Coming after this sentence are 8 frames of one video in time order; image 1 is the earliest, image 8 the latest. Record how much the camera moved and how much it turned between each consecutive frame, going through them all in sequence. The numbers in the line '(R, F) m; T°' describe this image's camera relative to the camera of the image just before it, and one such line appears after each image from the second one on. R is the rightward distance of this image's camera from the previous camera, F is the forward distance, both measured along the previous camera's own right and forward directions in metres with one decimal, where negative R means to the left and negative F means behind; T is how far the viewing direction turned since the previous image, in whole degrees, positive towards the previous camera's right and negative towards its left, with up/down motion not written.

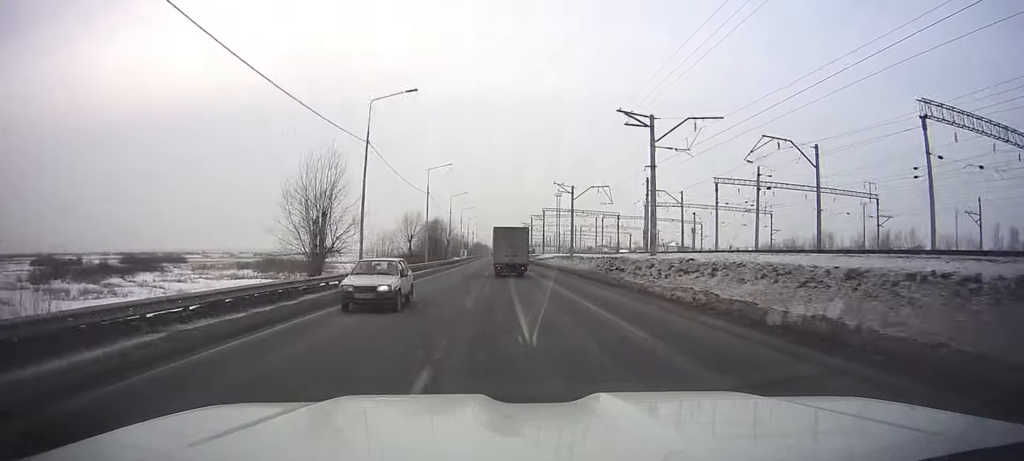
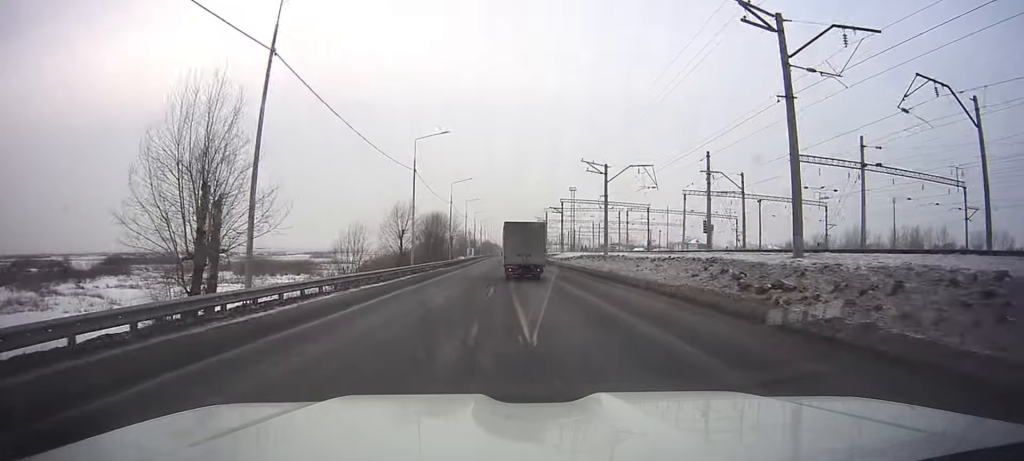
(0.0, +19.1) m; -1°
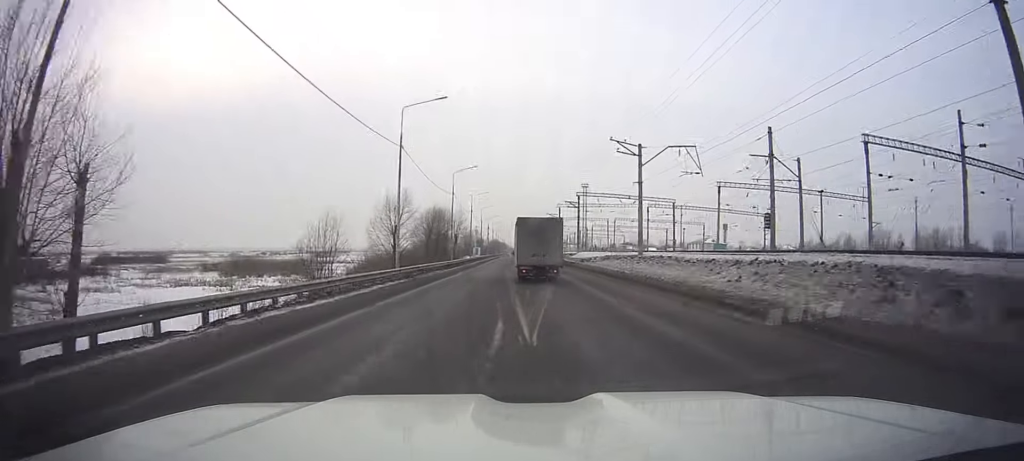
(-0.1, +11.9) m; 0°
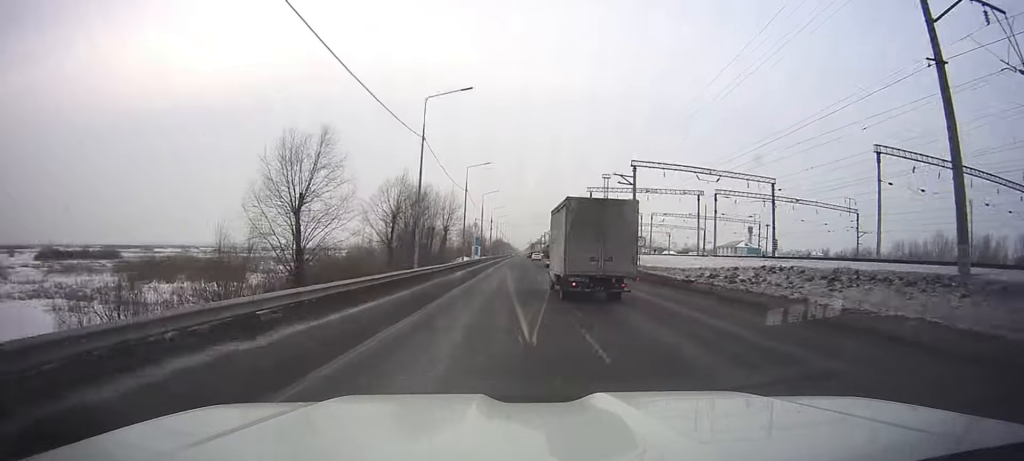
(-0.5, +36.8) m; -1°
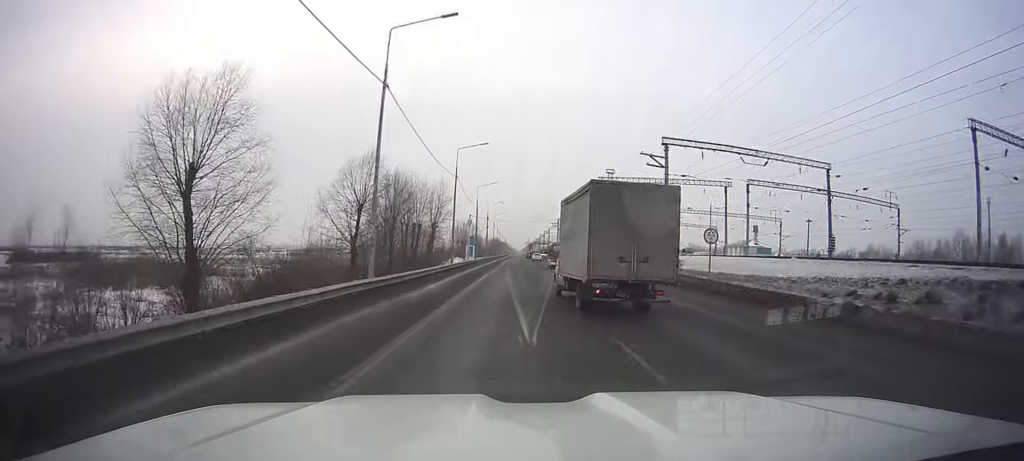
(0.0, +12.8) m; 0°
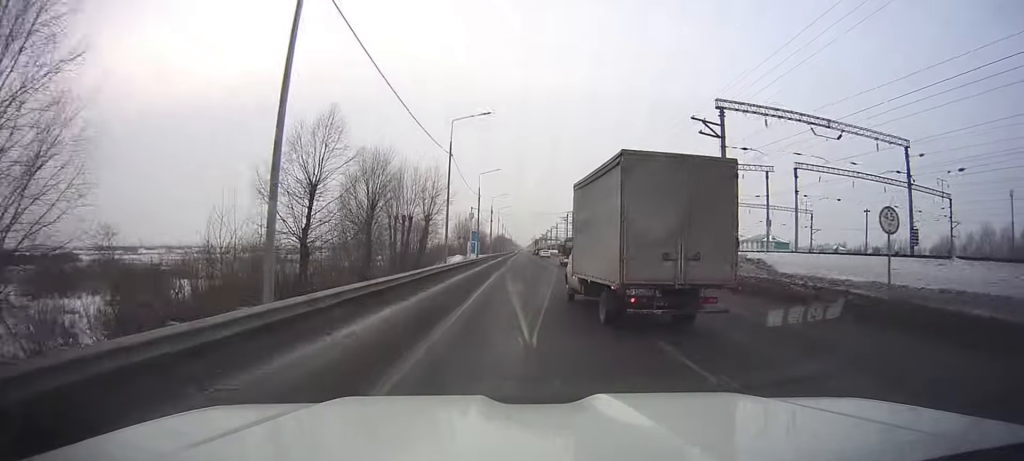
(0.0, +11.8) m; 0°
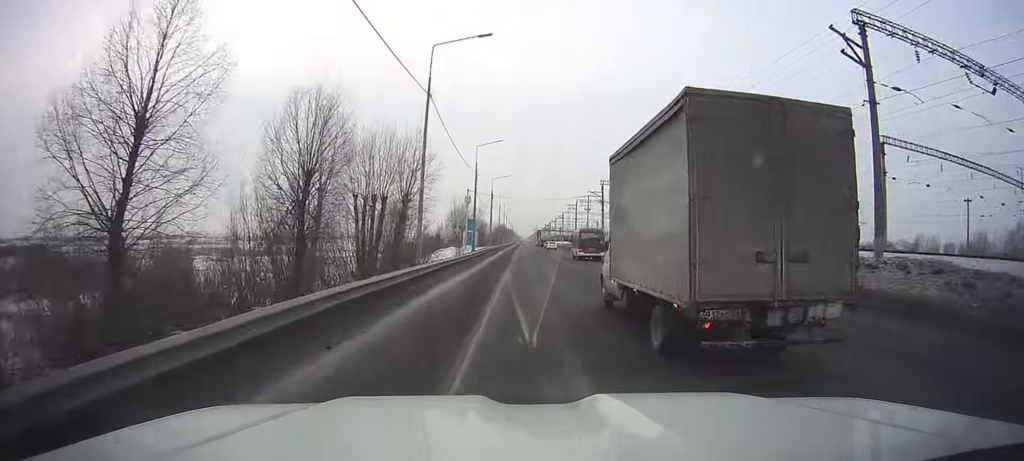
(0.0, +17.0) m; 0°
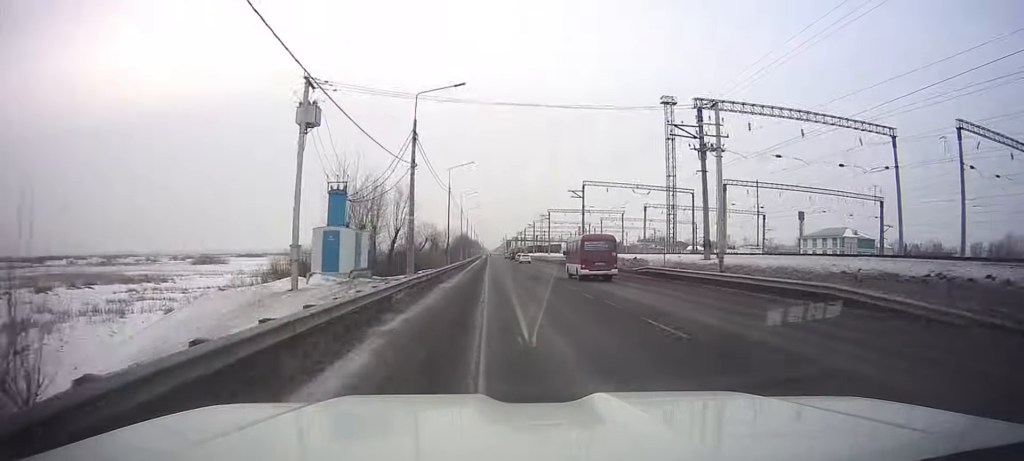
(+1.5, +65.7) m; +3°
